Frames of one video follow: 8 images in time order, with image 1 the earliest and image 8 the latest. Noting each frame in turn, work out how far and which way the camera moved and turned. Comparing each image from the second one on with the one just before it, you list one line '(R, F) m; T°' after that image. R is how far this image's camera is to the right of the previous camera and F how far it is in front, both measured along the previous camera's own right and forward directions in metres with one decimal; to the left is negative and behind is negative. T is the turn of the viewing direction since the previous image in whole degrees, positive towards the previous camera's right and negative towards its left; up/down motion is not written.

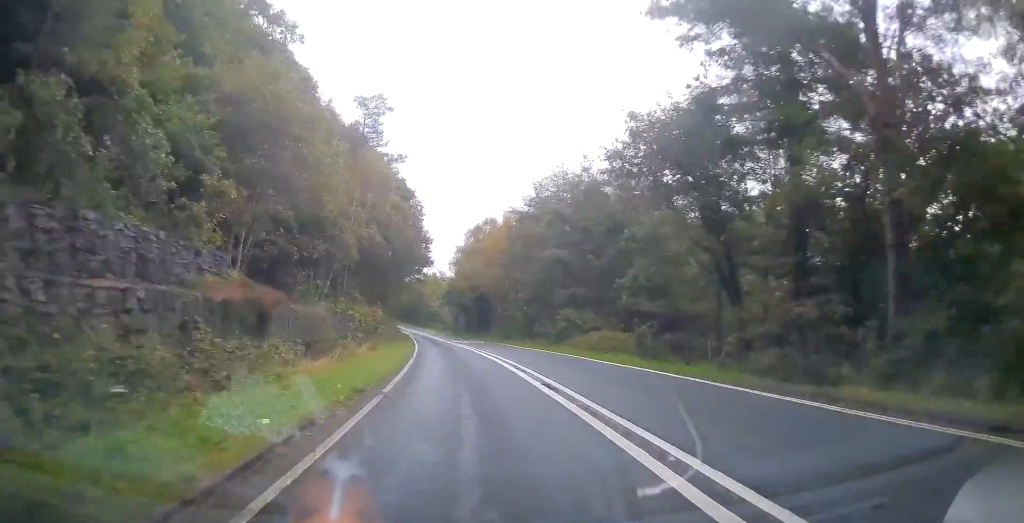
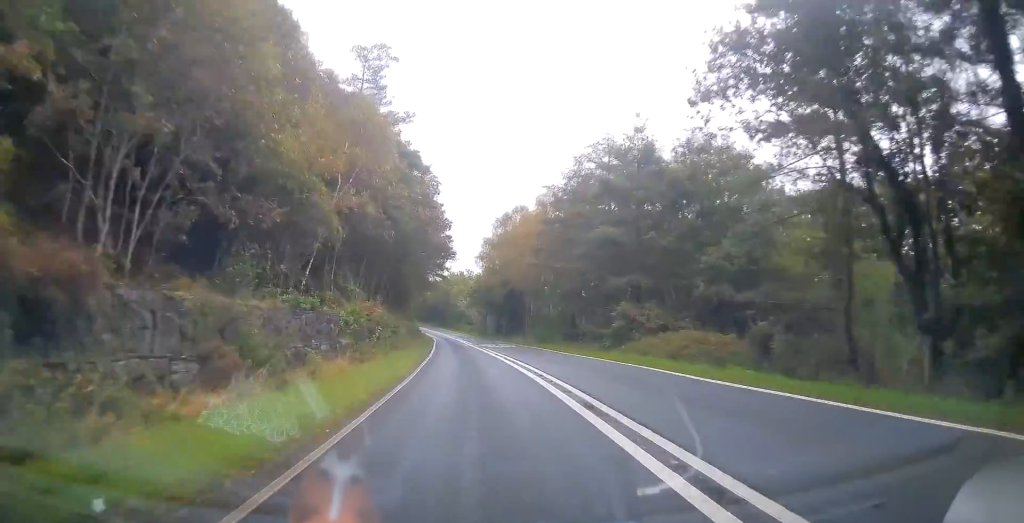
(-0.4, +8.8) m; -2°
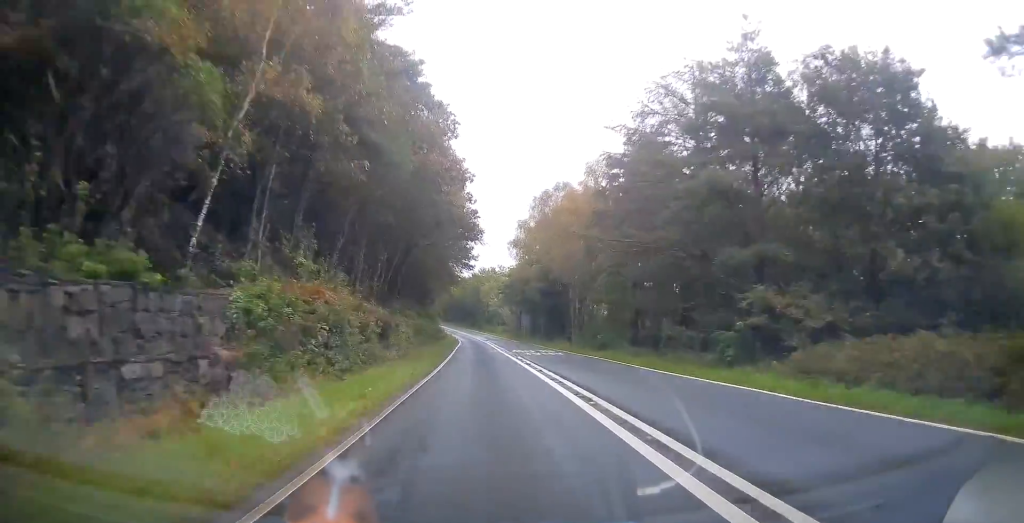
(-0.3, +12.0) m; -3°
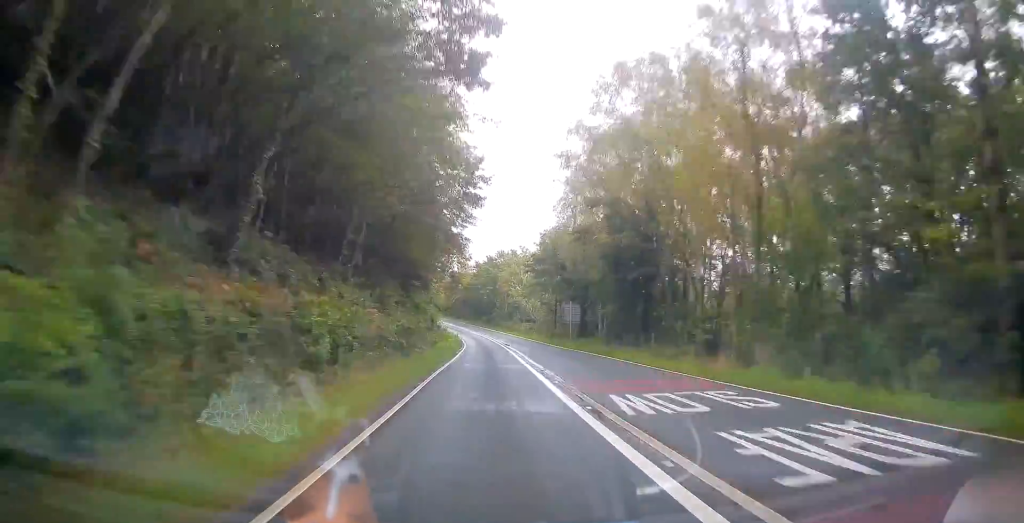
(-1.2, +28.5) m; -5°
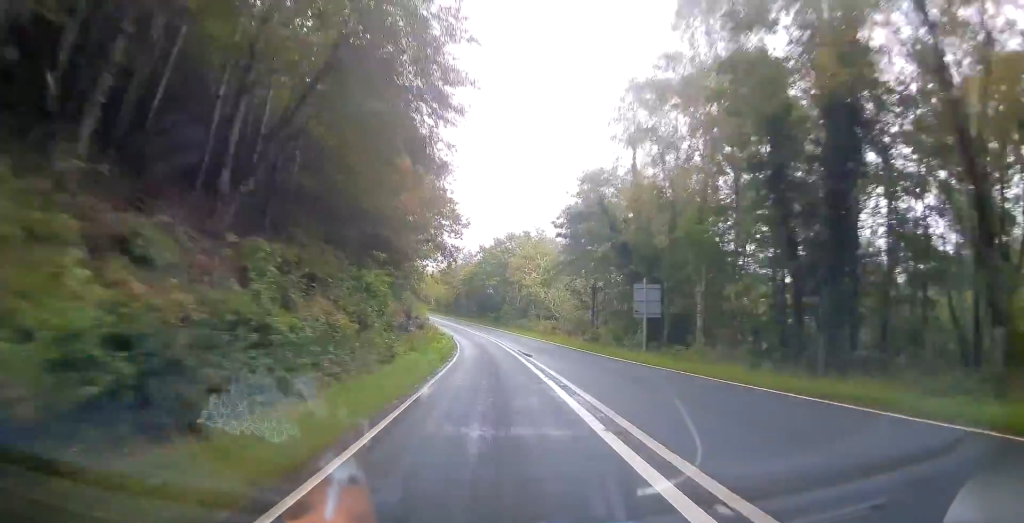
(-0.5, +20.1) m; -2°
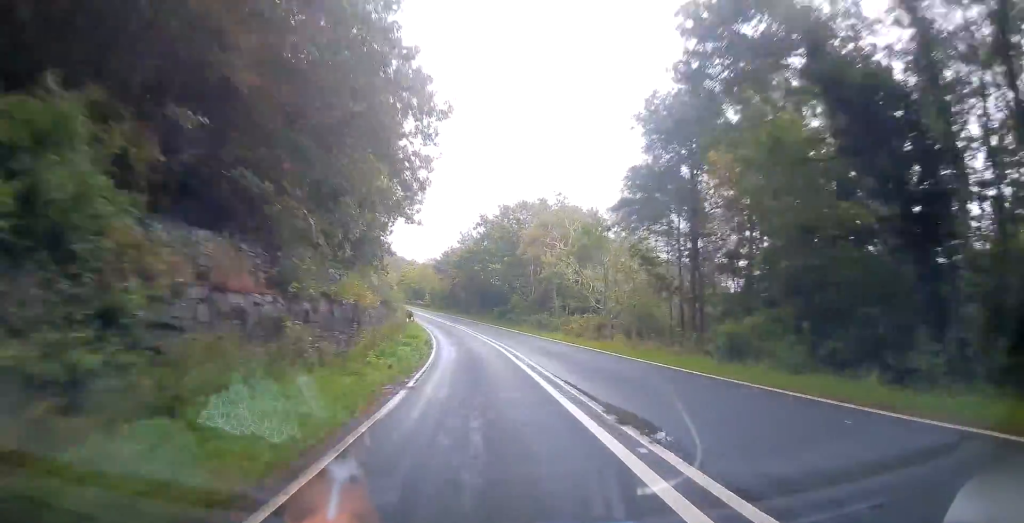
(-0.3, +21.9) m; -1°
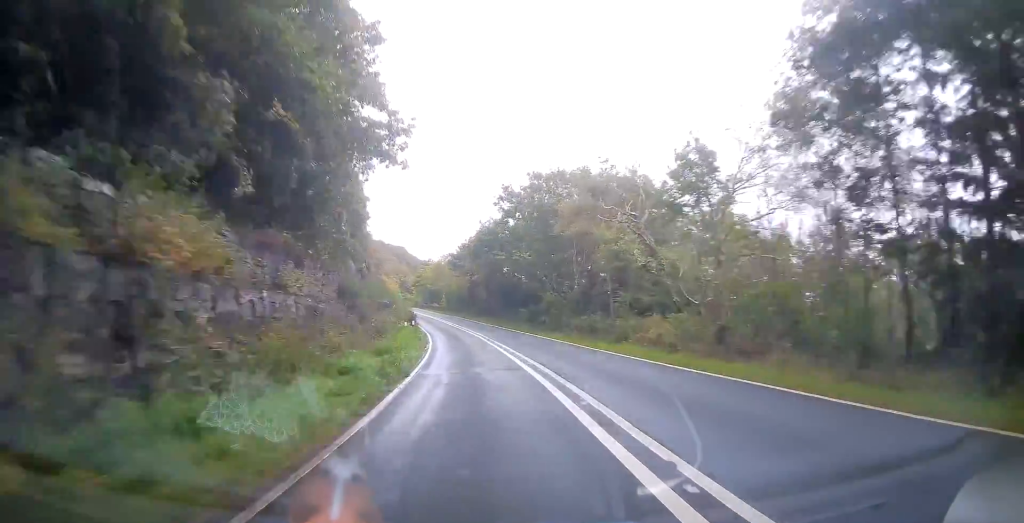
(-0.1, +15.1) m; -1°
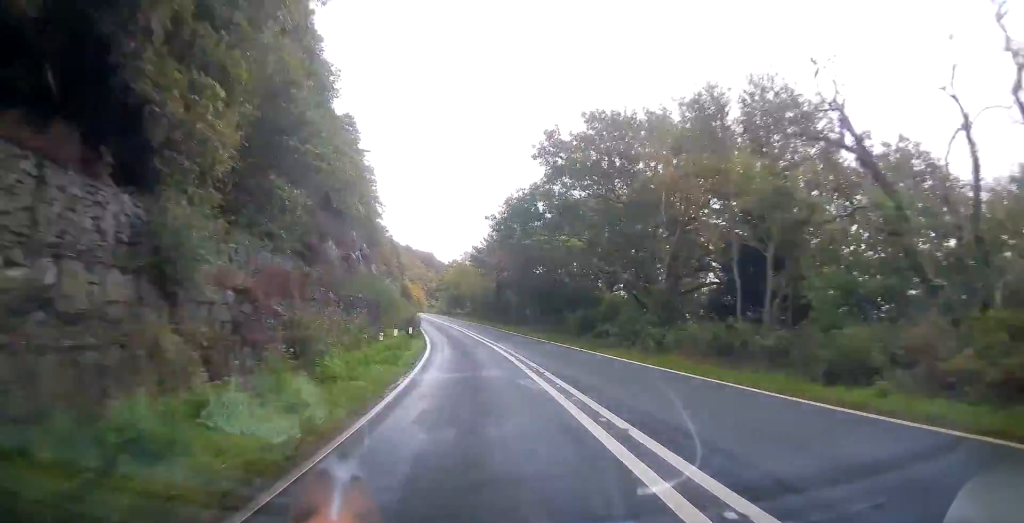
(-0.1, +15.8) m; -1°
